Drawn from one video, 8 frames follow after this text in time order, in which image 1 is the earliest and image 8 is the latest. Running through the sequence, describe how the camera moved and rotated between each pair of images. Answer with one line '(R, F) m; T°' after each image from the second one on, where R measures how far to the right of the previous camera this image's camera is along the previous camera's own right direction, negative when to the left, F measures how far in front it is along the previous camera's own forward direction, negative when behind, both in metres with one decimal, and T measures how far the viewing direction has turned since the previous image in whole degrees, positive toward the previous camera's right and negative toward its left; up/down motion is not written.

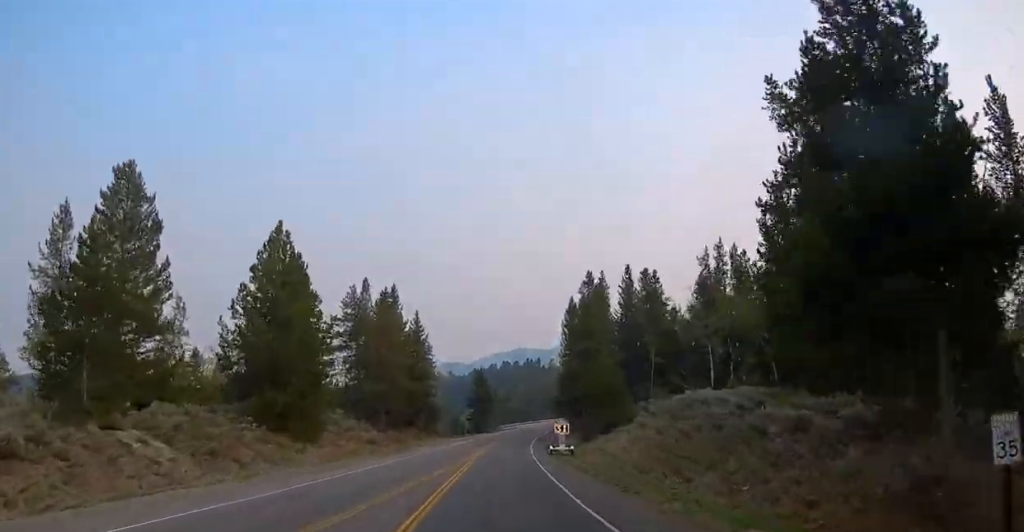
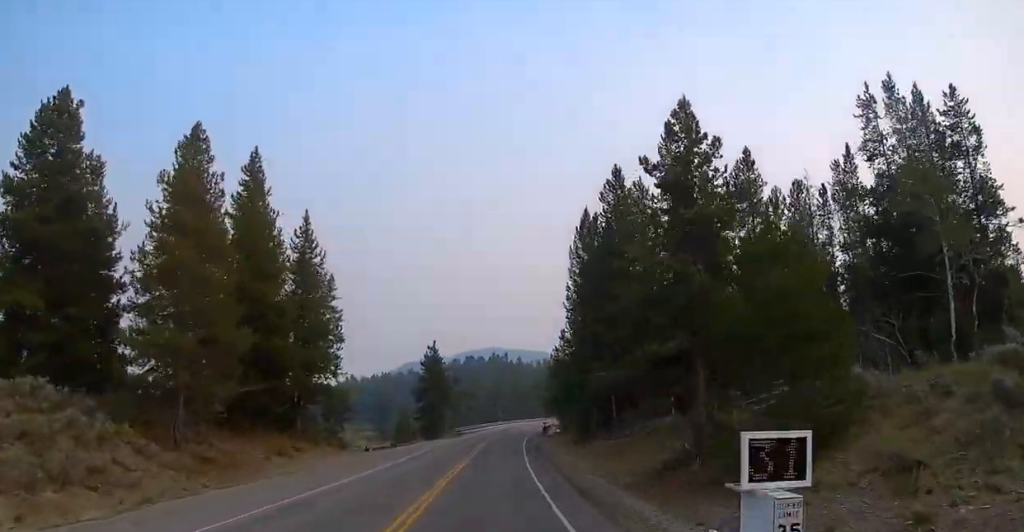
(-0.5, +38.7) m; +1°
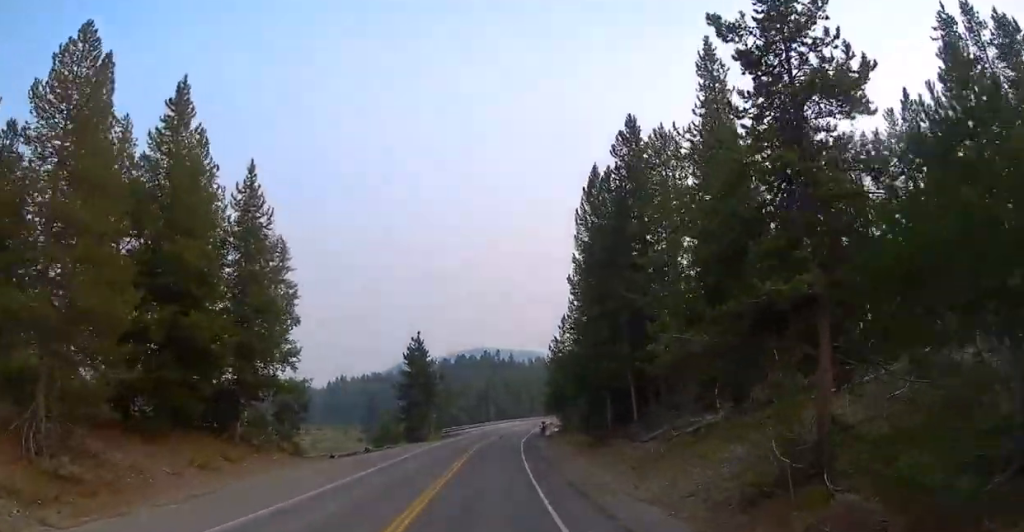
(+0.3, +8.7) m; +2°
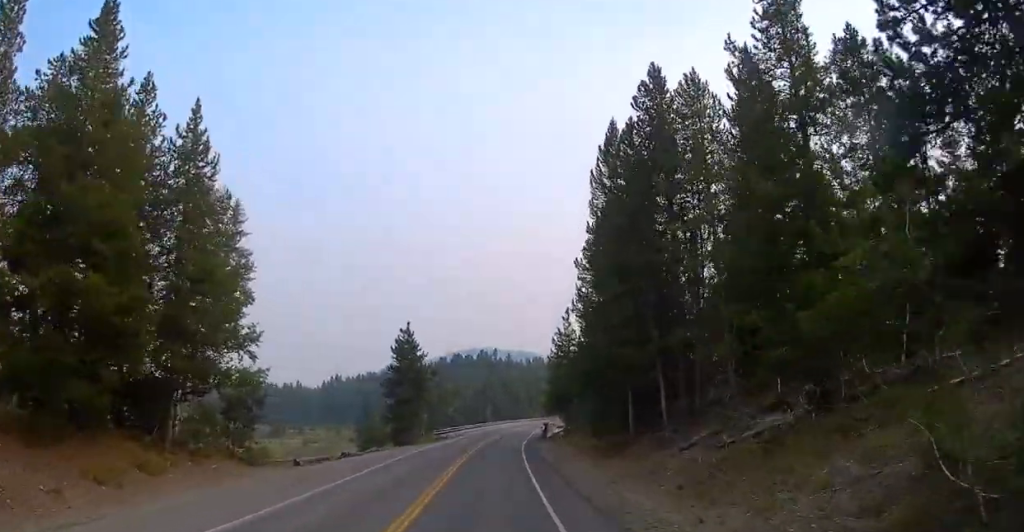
(+0.1, +6.9) m; +1°
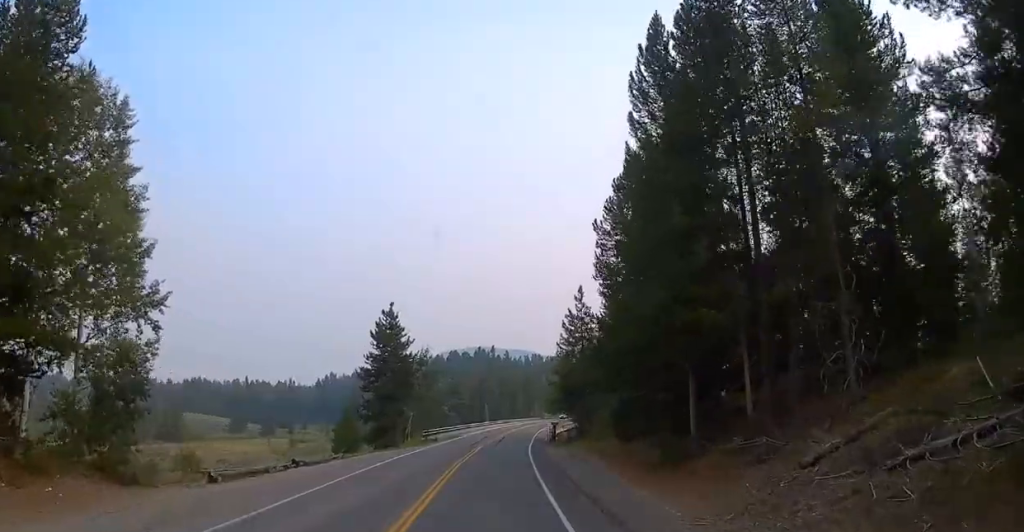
(+0.1, +10.2) m; 0°
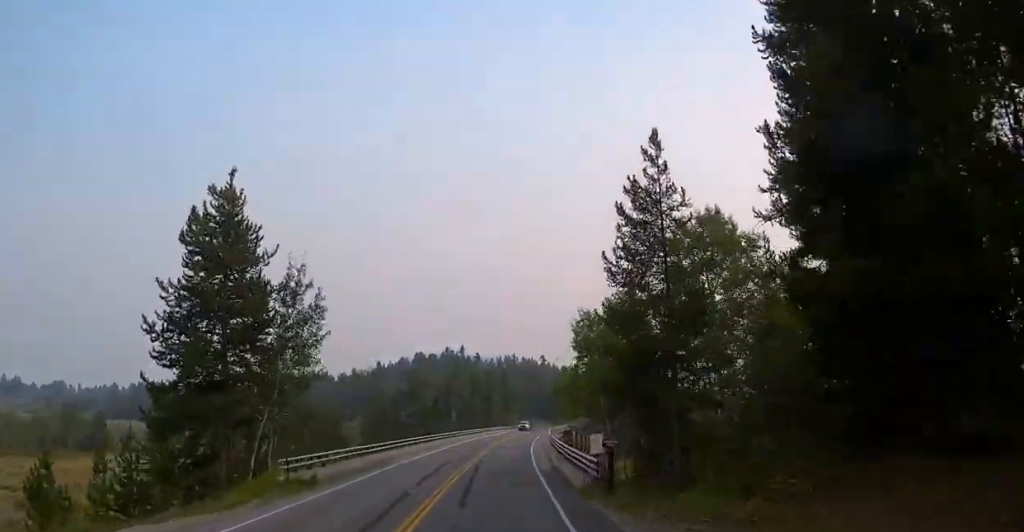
(-0.2, +34.6) m; +1°
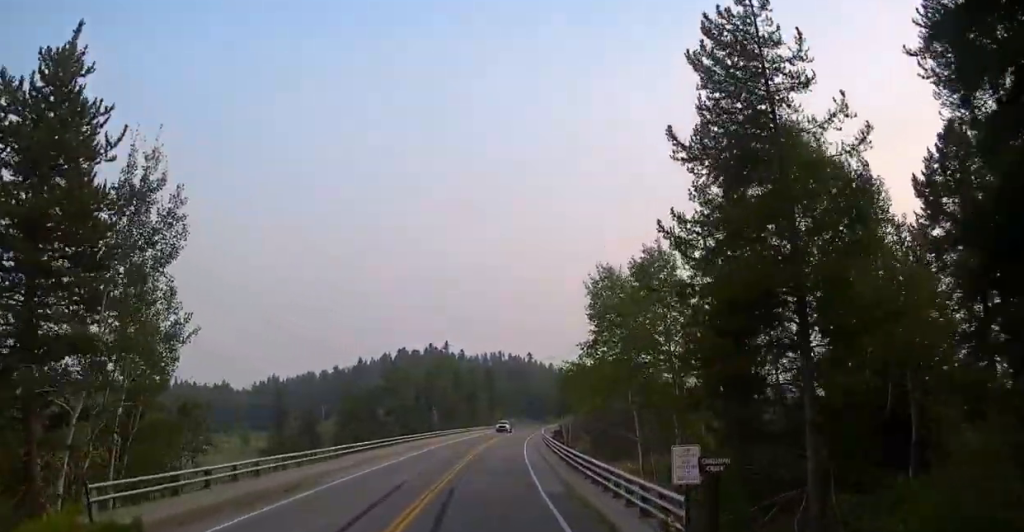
(-0.1, +11.9) m; +2°
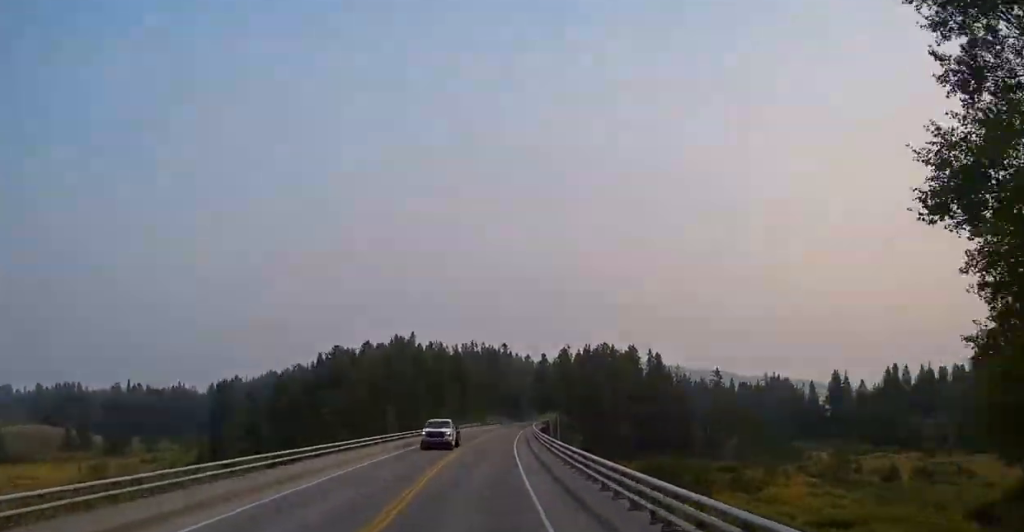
(+0.9, +26.2) m; +1°
